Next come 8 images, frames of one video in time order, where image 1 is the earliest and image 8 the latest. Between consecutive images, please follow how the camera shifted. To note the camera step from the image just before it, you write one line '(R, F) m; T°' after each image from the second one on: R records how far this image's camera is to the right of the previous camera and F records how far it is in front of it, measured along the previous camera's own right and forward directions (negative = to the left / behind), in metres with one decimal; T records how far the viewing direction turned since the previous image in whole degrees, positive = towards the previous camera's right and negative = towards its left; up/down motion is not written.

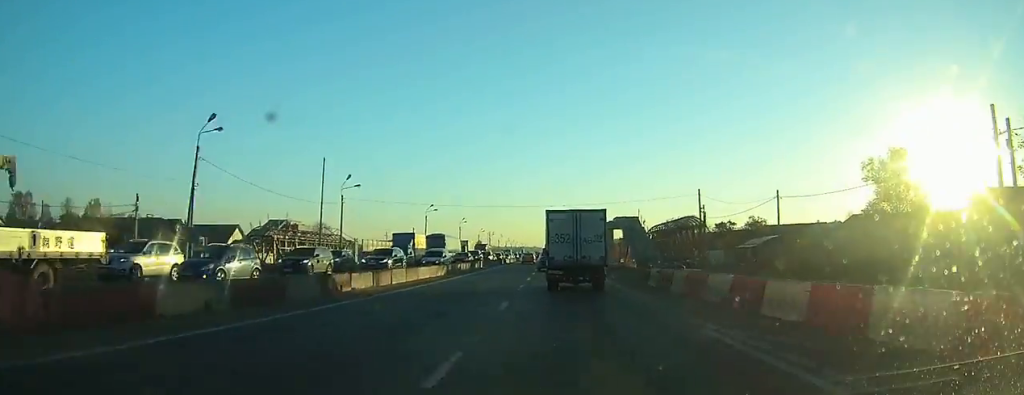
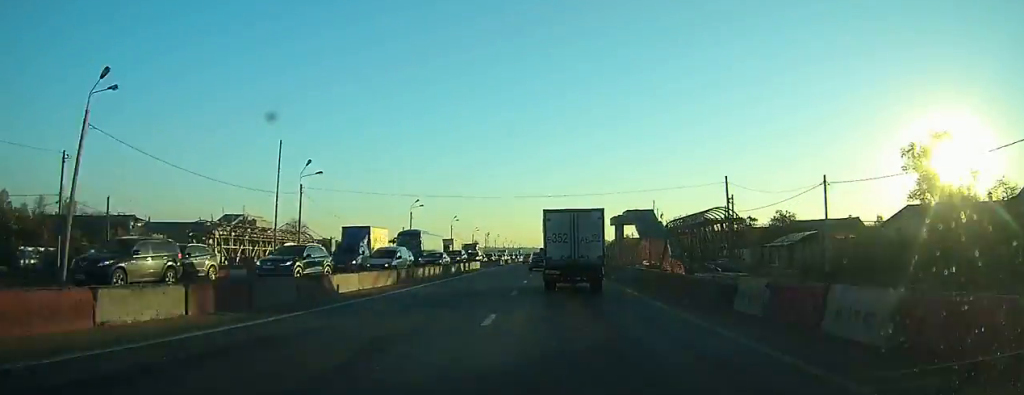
(0.0, +11.7) m; 0°
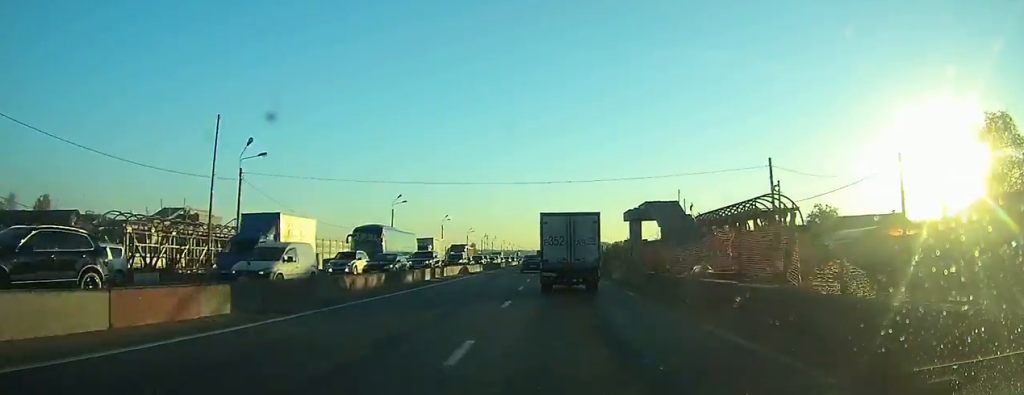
(+0.1, +12.5) m; 0°
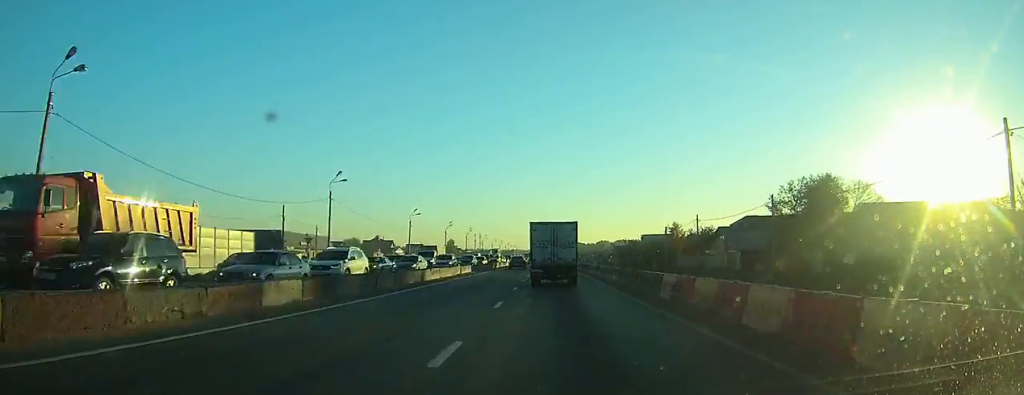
(0.0, +65.3) m; 0°
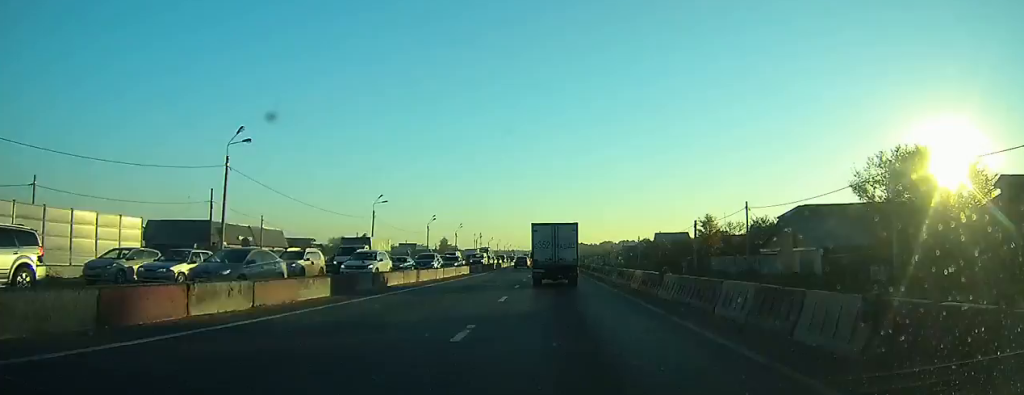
(0.0, +20.9) m; 0°
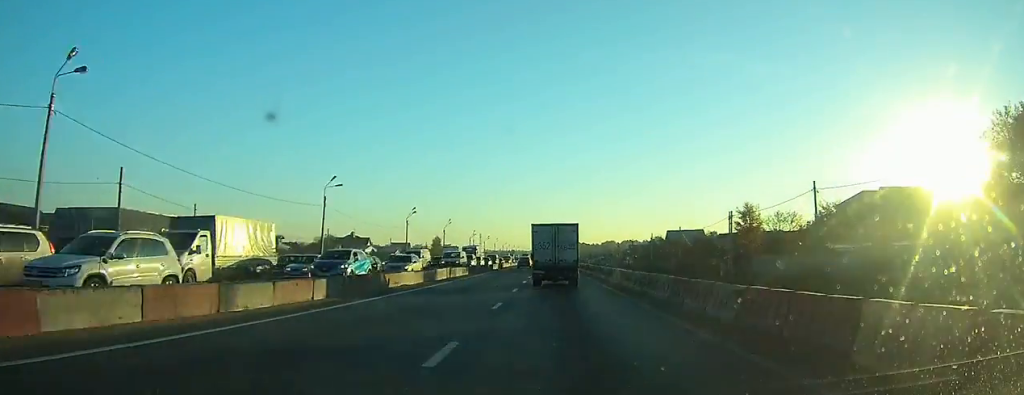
(0.0, +17.8) m; 0°
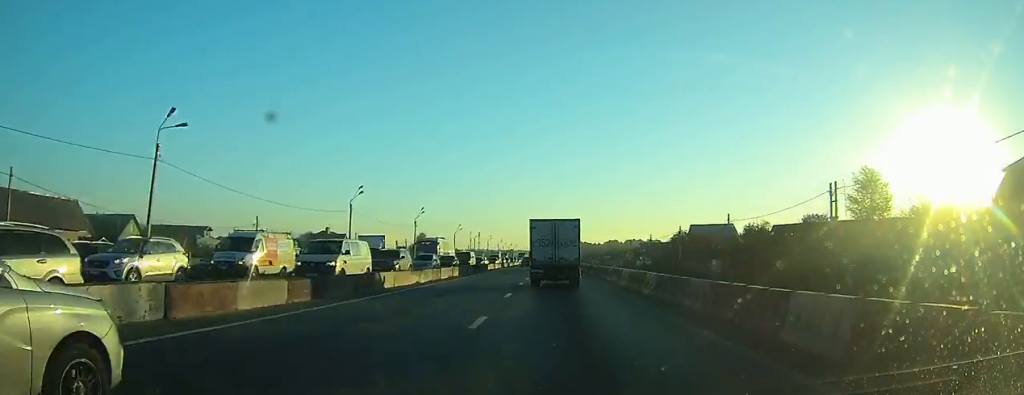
(0.0, +29.0) m; 0°
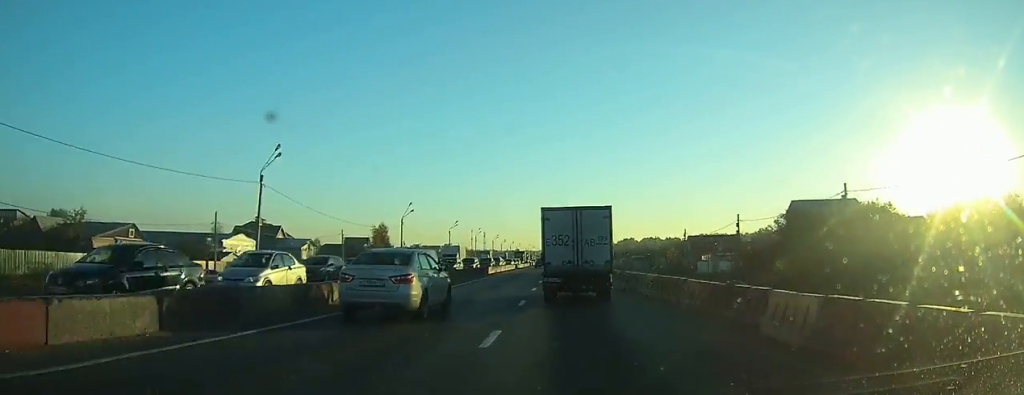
(-0.2, +59.0) m; -2°
